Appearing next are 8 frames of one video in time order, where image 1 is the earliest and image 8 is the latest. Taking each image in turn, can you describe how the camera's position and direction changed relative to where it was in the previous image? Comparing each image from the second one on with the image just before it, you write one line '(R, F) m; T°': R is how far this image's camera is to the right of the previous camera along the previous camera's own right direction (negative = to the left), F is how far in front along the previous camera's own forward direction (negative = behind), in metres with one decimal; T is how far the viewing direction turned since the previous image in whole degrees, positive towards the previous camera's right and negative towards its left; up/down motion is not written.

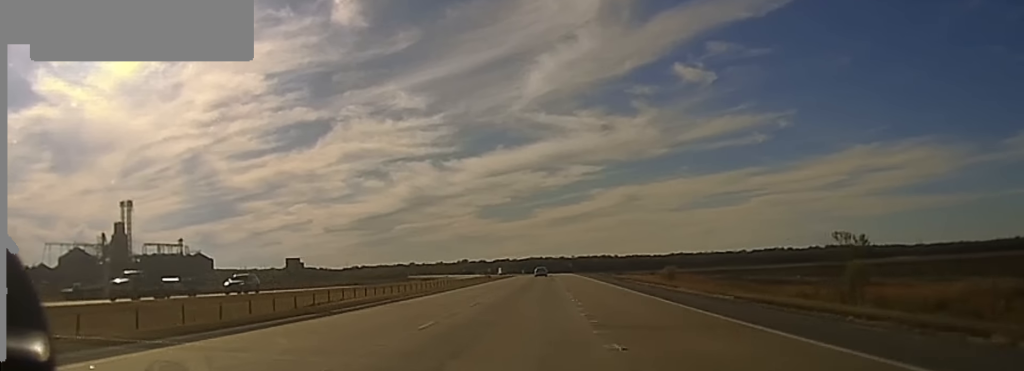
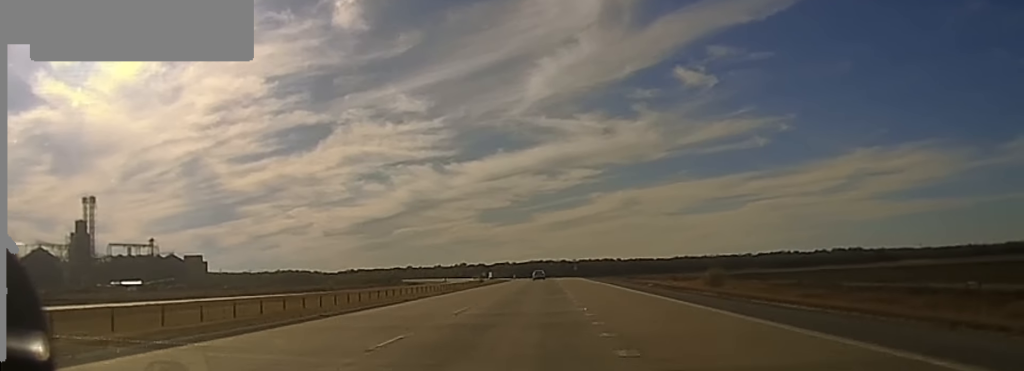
(-0.3, +38.2) m; 0°
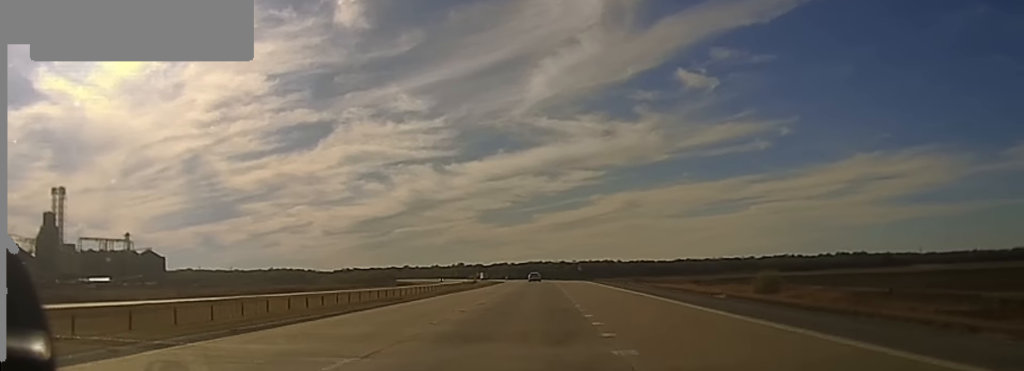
(+0.3, +28.0) m; 0°
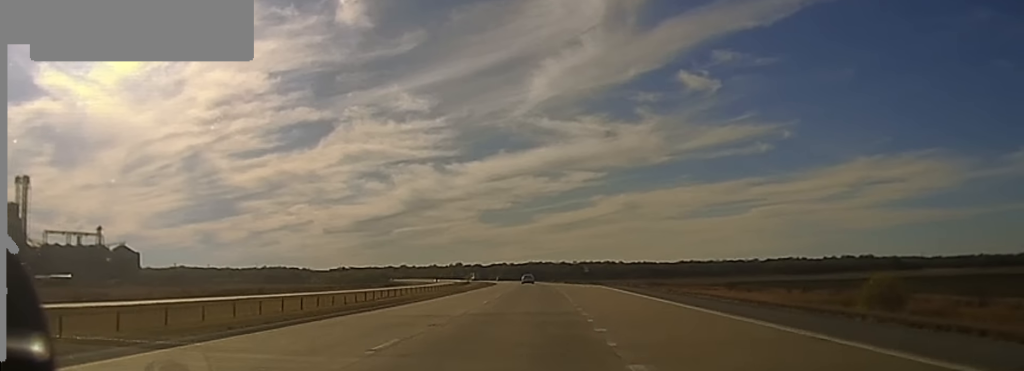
(+0.1, +34.5) m; 0°
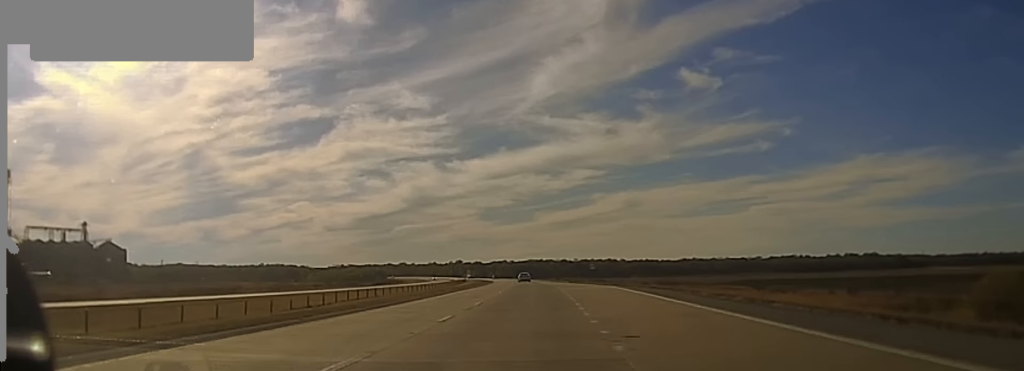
(0.0, +16.0) m; 0°
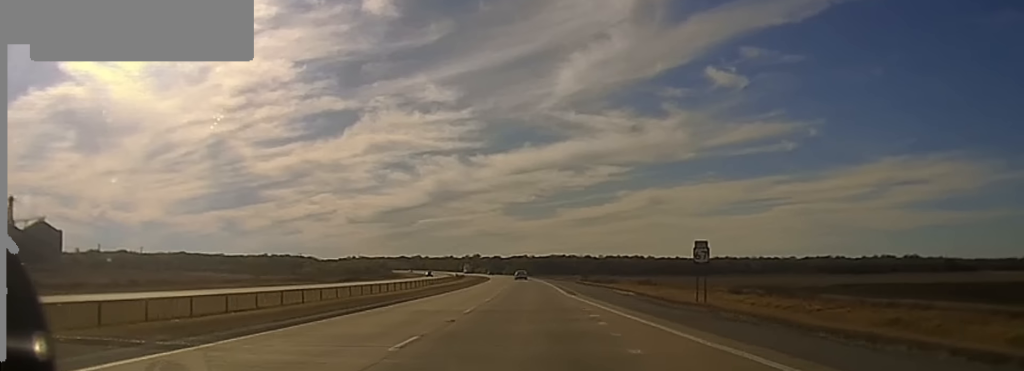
(-0.9, +88.4) m; -2°
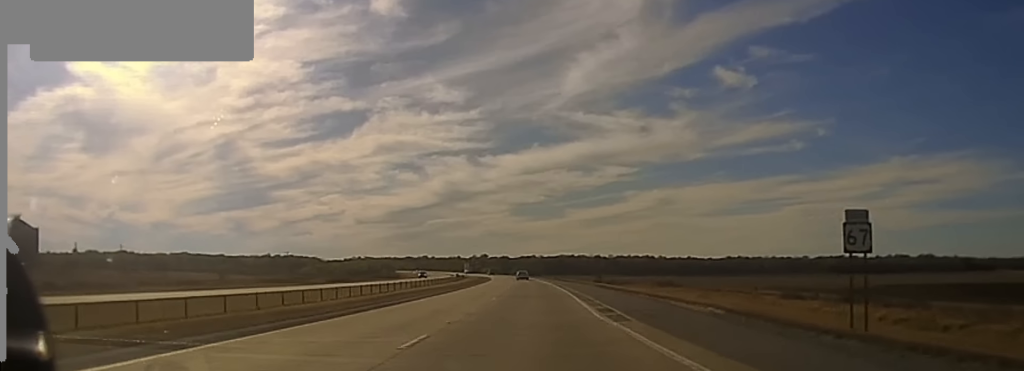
(-0.1, +23.3) m; 0°
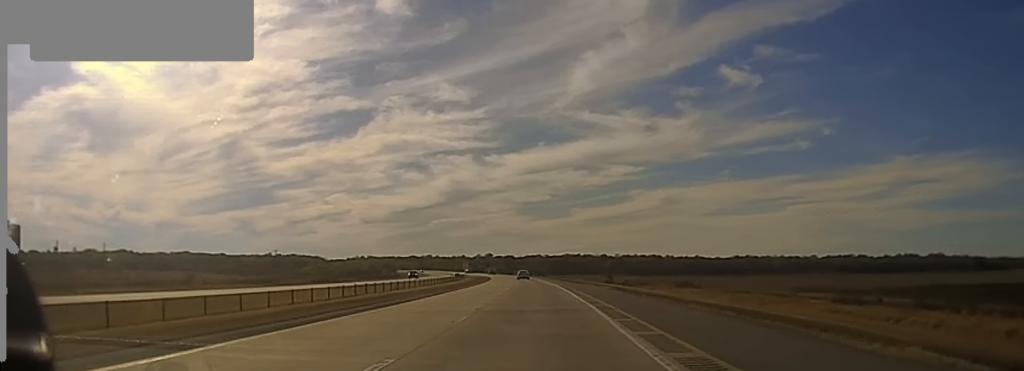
(0.0, +14.6) m; 0°
